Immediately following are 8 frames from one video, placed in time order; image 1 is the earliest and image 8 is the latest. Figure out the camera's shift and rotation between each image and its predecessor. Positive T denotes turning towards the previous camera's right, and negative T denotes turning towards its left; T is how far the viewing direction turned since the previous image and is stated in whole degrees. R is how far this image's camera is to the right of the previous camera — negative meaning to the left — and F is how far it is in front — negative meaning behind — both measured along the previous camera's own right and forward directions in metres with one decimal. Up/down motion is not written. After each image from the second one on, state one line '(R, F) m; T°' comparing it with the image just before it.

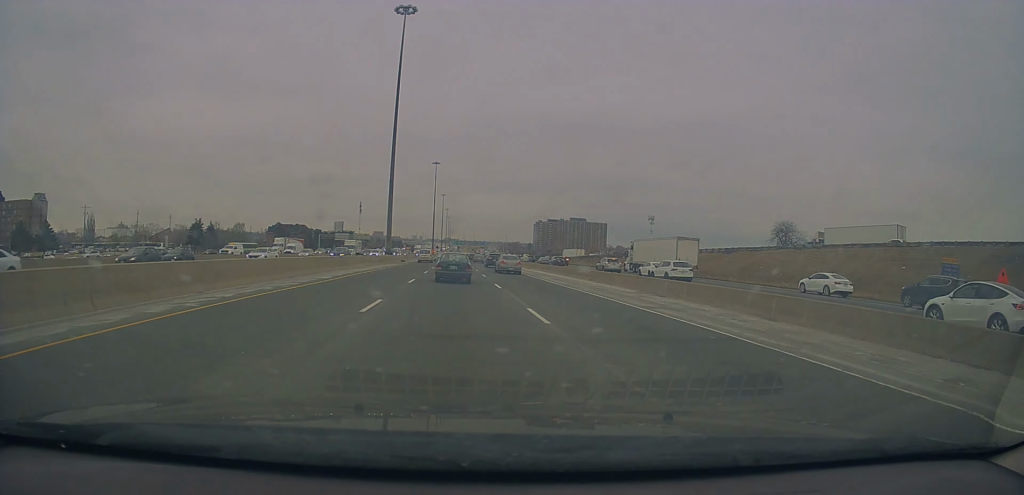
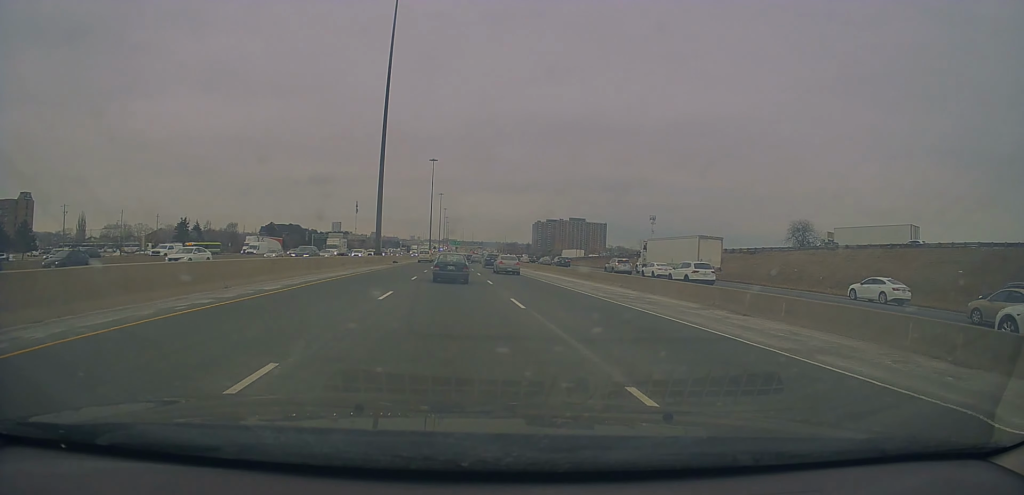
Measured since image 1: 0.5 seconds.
(0.0, +8.4) m; 0°
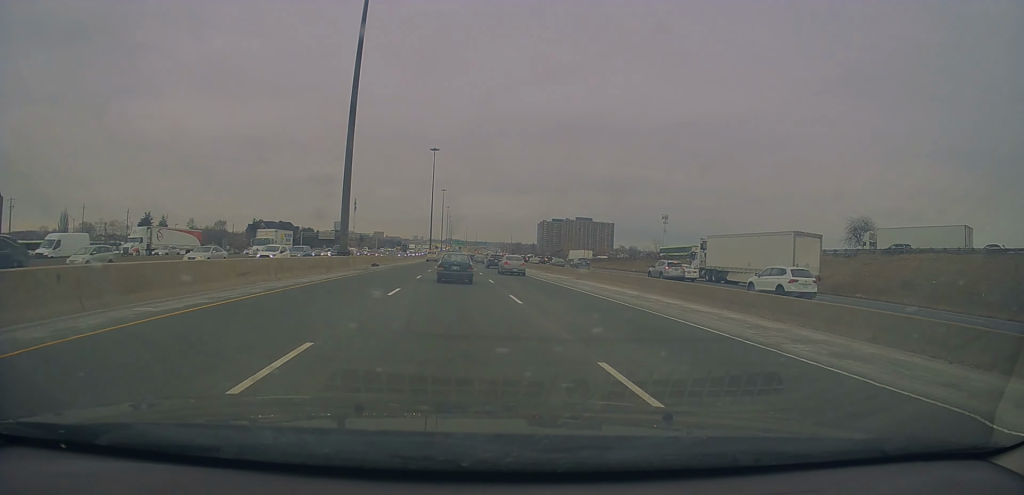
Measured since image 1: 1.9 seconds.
(0.0, +18.6) m; 0°
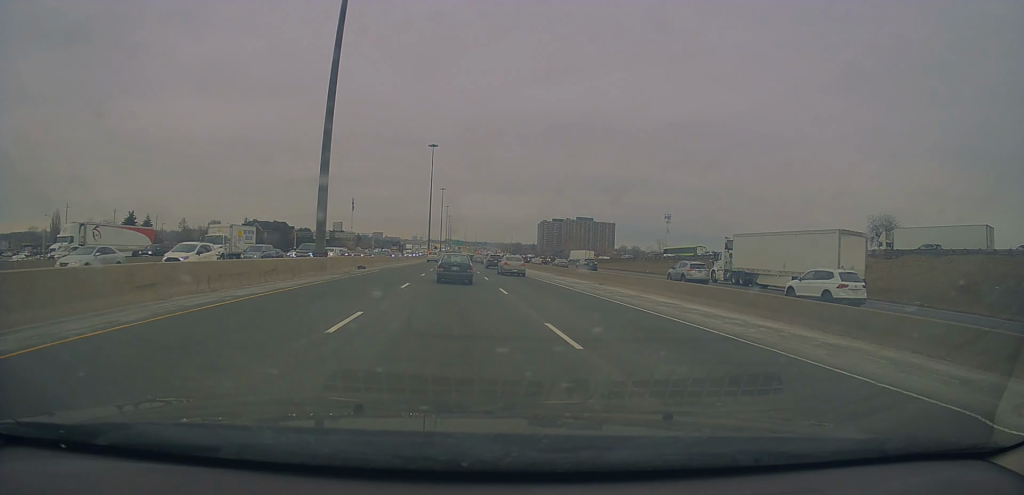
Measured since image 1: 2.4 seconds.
(0.0, +6.3) m; 0°
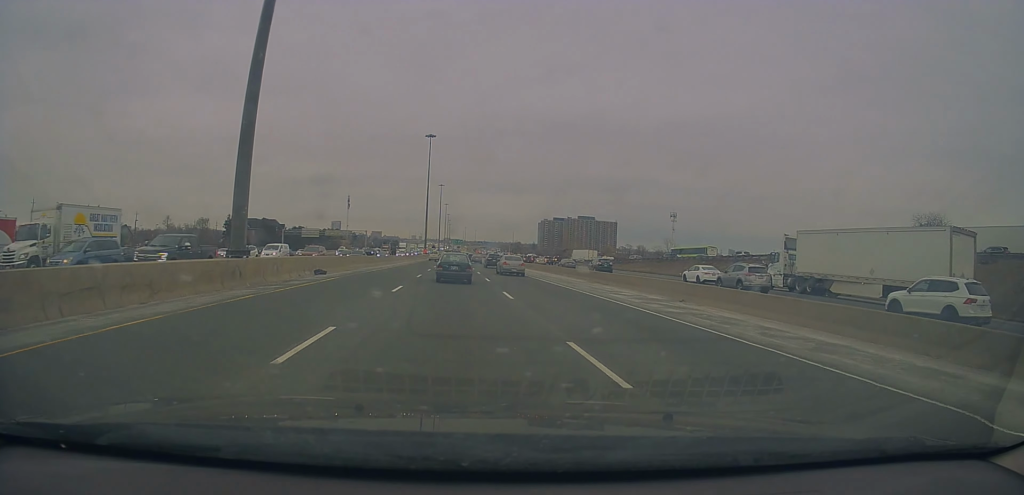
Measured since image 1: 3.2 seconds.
(0.0, +12.1) m; 0°
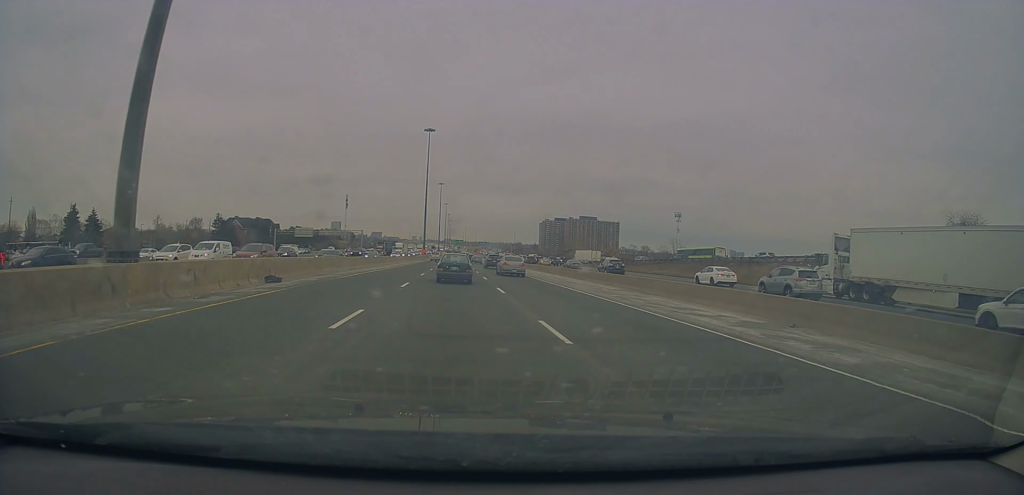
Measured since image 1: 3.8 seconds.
(0.0, +7.9) m; 0°
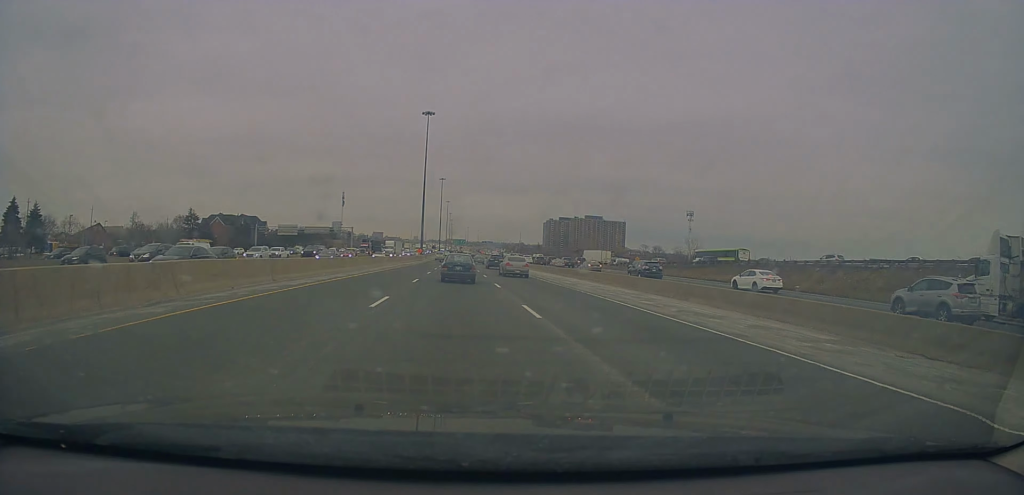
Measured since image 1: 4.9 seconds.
(0.0, +17.7) m; -2°
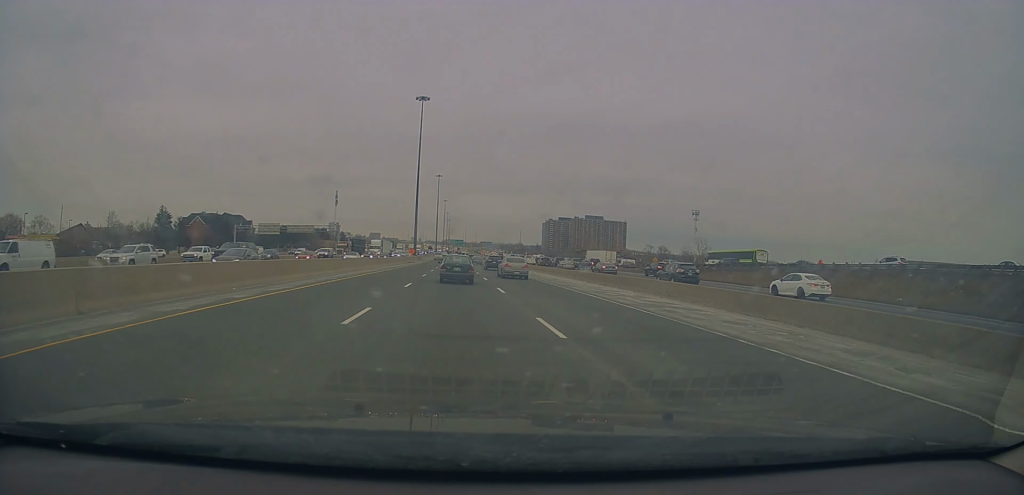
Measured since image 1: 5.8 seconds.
(-0.4, +13.2) m; 0°
